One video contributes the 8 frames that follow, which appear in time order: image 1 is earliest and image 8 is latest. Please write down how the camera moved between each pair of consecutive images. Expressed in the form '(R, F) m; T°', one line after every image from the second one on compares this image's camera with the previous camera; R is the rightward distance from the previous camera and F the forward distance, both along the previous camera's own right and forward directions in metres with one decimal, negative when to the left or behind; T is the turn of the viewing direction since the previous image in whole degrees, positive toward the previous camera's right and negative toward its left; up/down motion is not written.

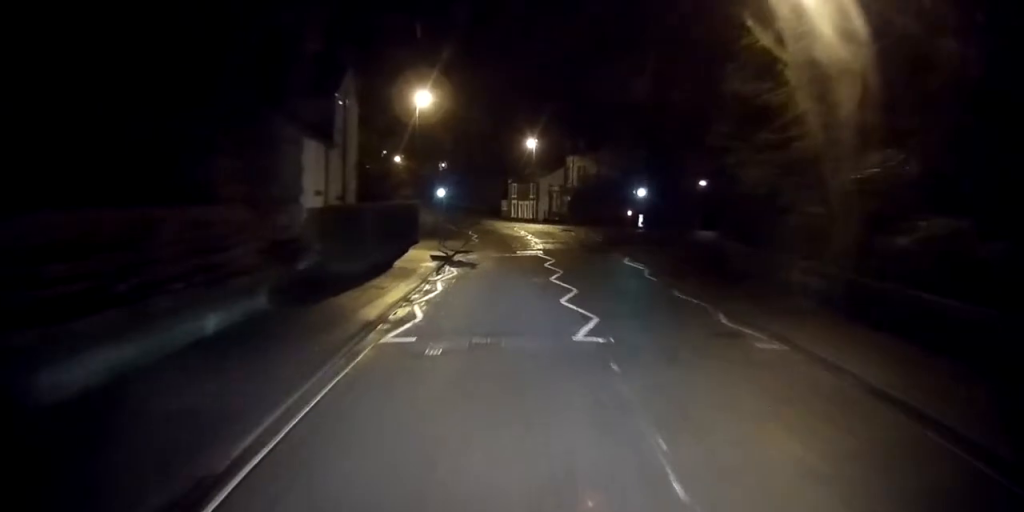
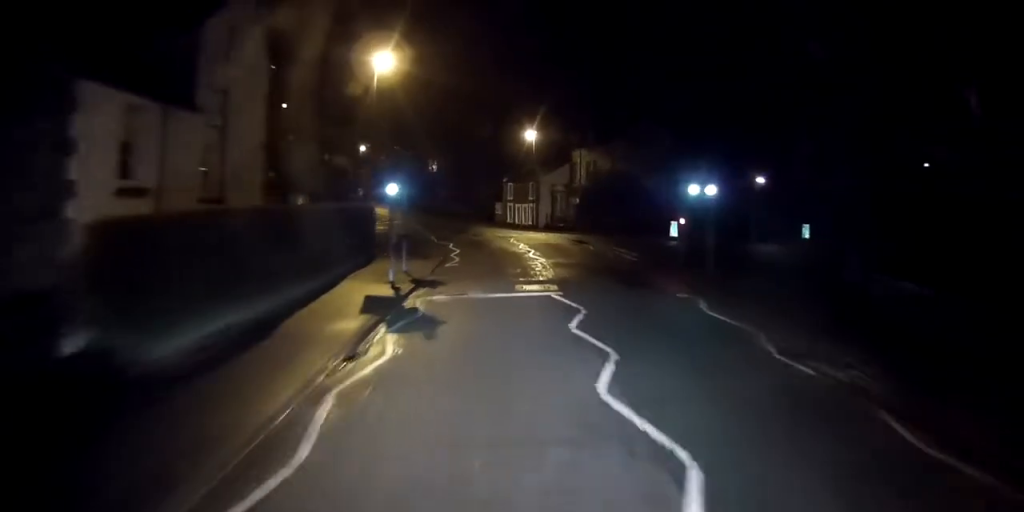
(0.0, +11.2) m; -1°
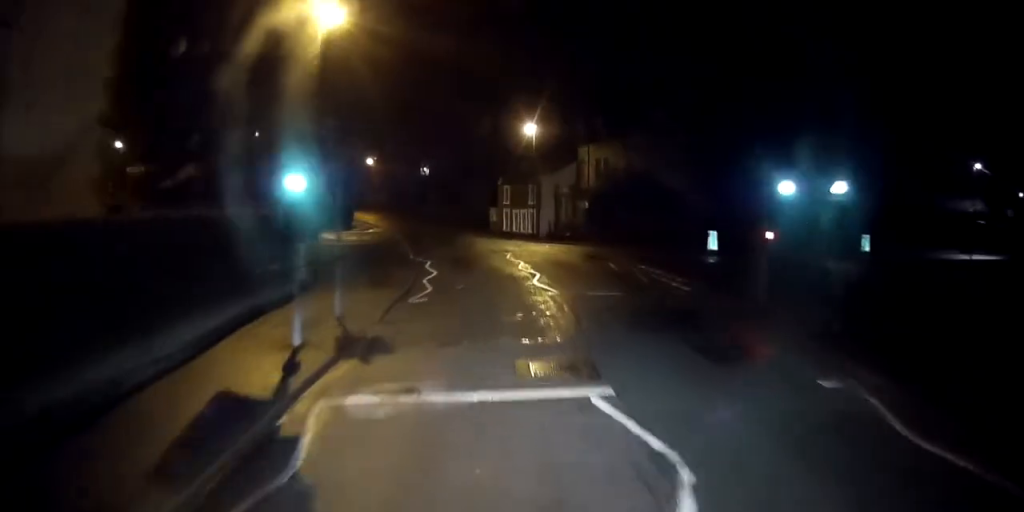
(0.0, +8.2) m; -1°
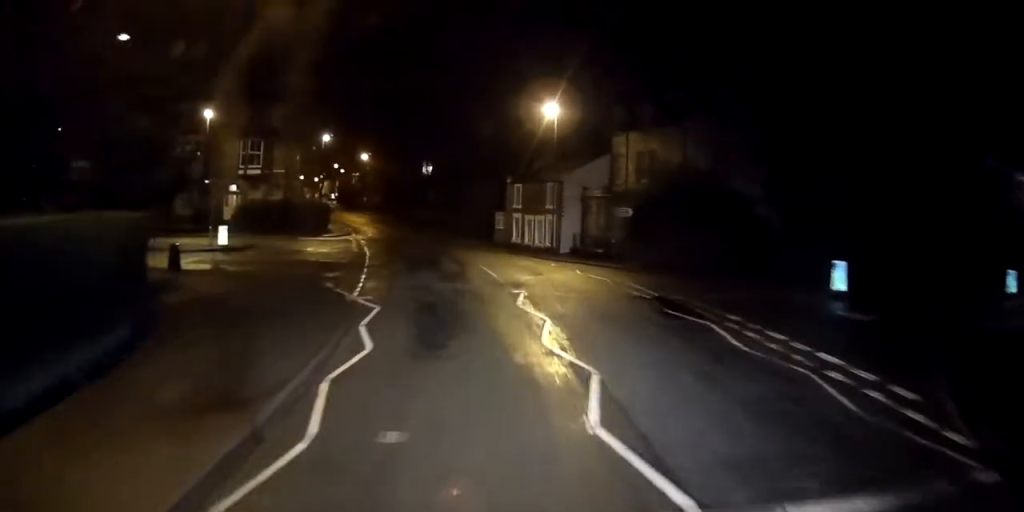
(-0.4, +11.9) m; -4°
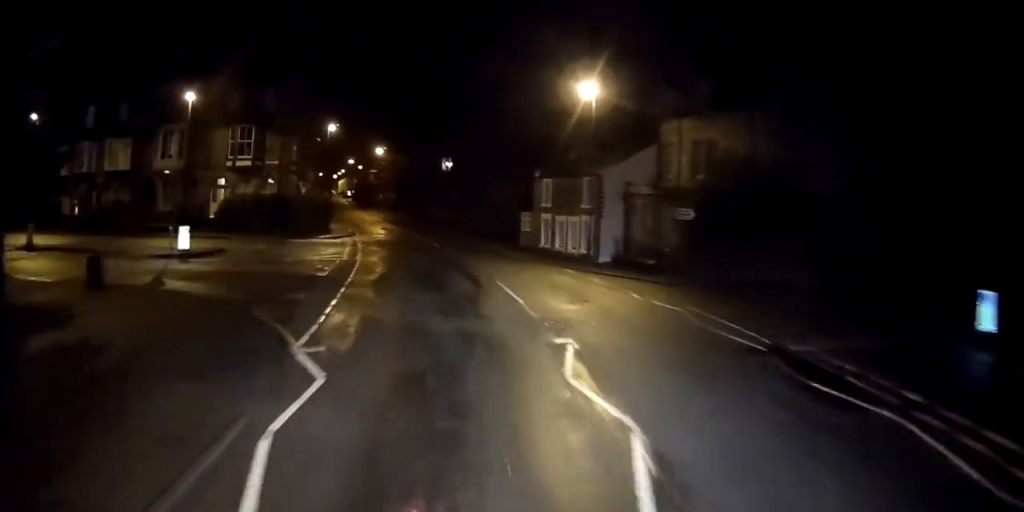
(-0.1, +6.4) m; -2°
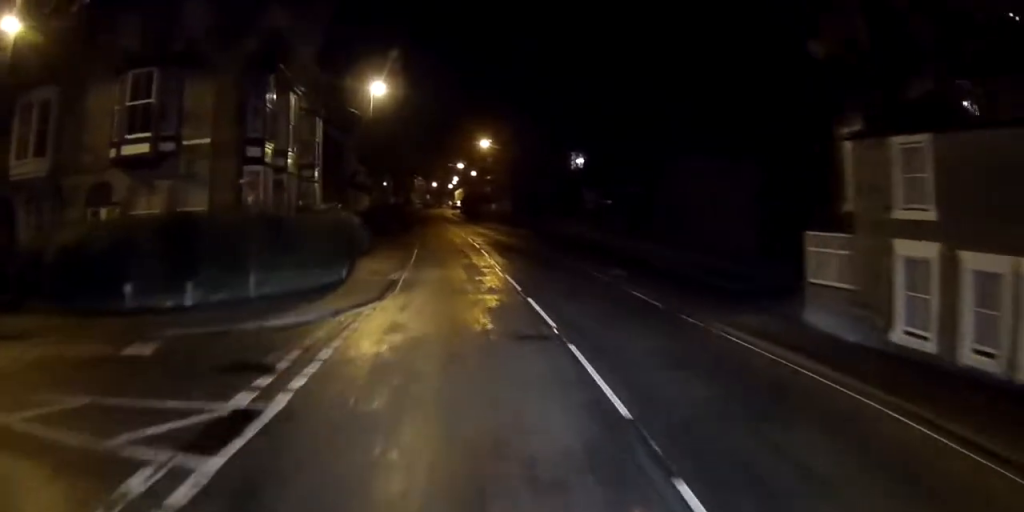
(-2.8, +25.8) m; -11°
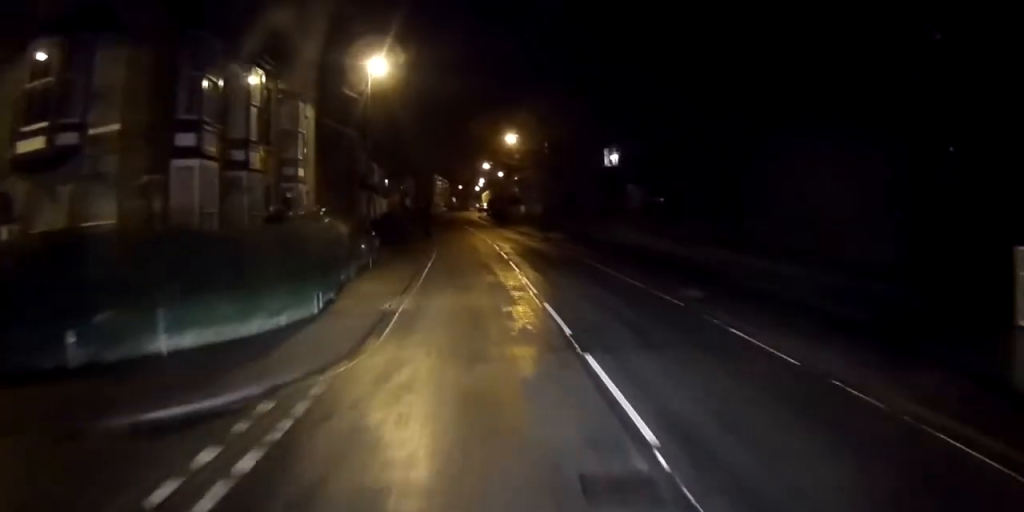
(0.0, +6.7) m; 0°
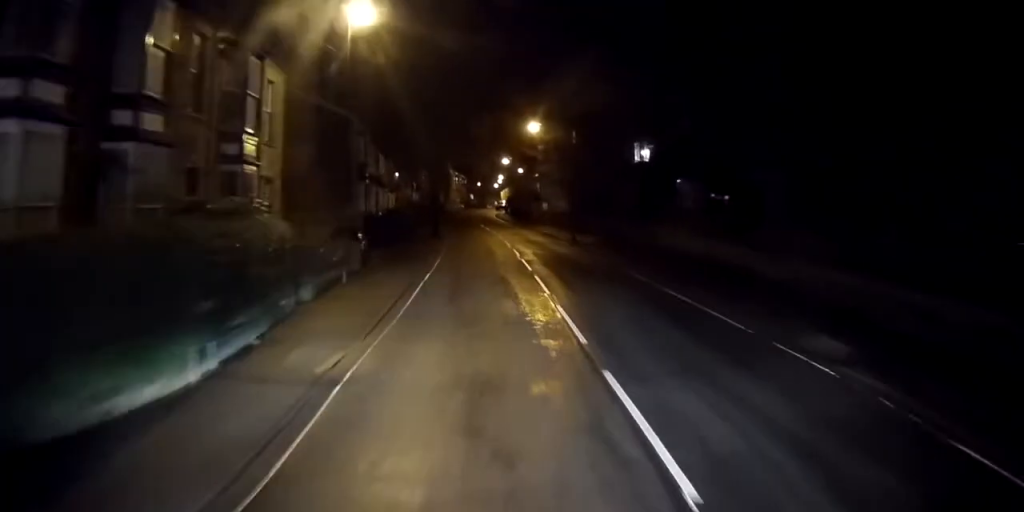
(0.0, +7.5) m; 0°
